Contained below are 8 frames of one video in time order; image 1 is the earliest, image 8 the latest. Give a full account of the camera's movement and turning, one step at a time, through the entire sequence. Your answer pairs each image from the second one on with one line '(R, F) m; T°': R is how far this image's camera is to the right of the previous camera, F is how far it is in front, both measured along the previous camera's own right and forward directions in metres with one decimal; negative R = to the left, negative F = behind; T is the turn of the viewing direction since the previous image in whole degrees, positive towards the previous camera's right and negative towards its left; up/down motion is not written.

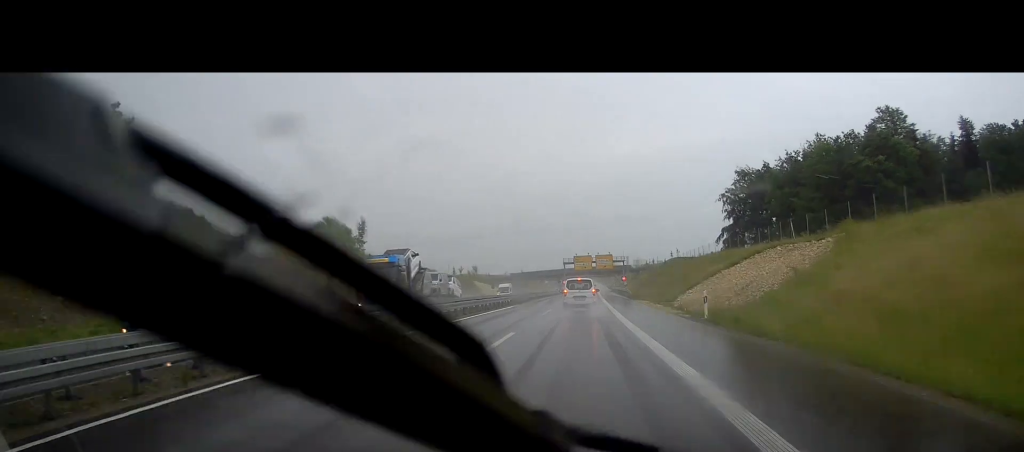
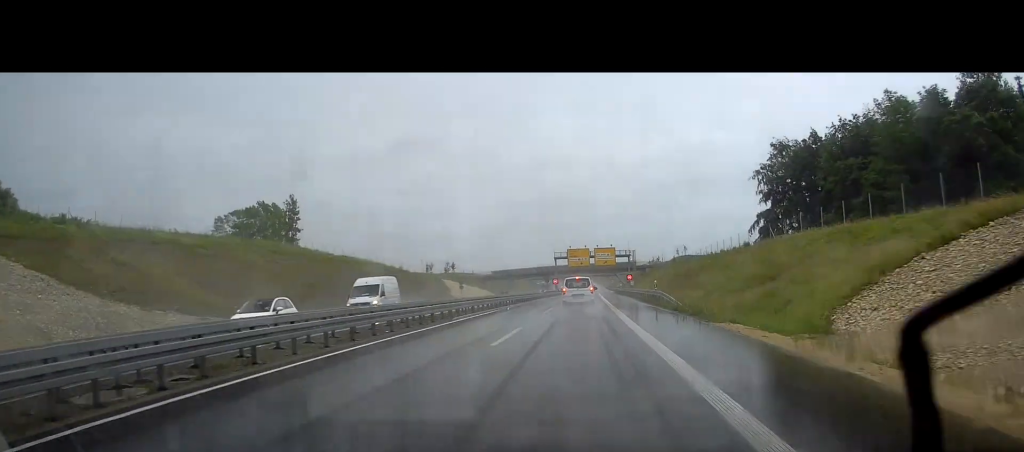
(+0.4, +34.9) m; 0°
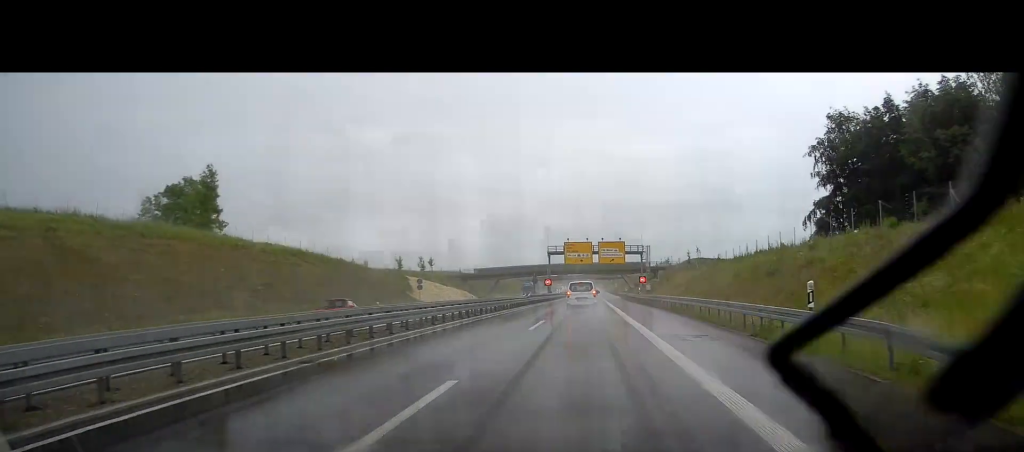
(-0.1, +30.1) m; 0°
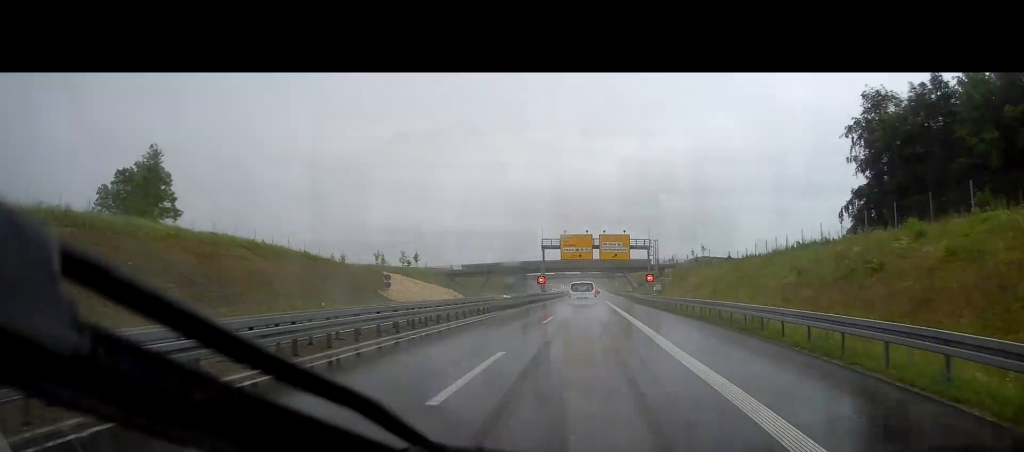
(0.0, +14.3) m; 0°
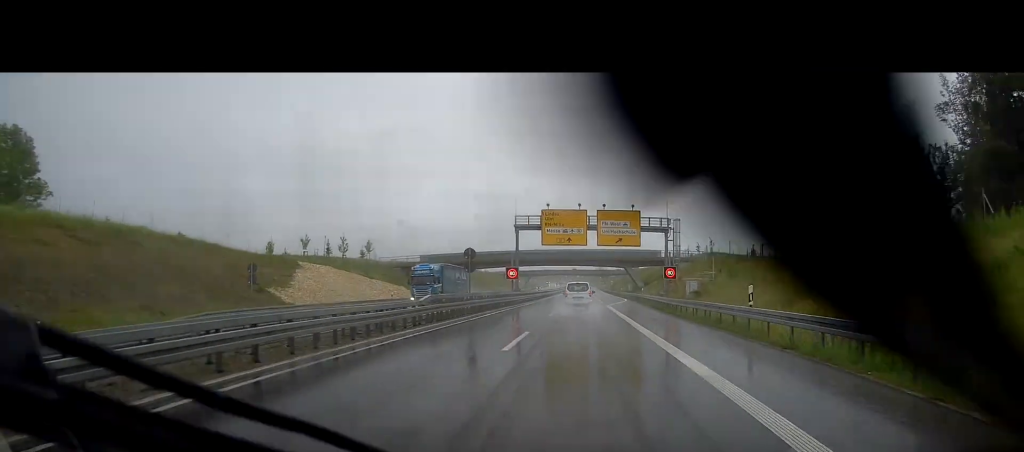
(+0.2, +29.8) m; 0°
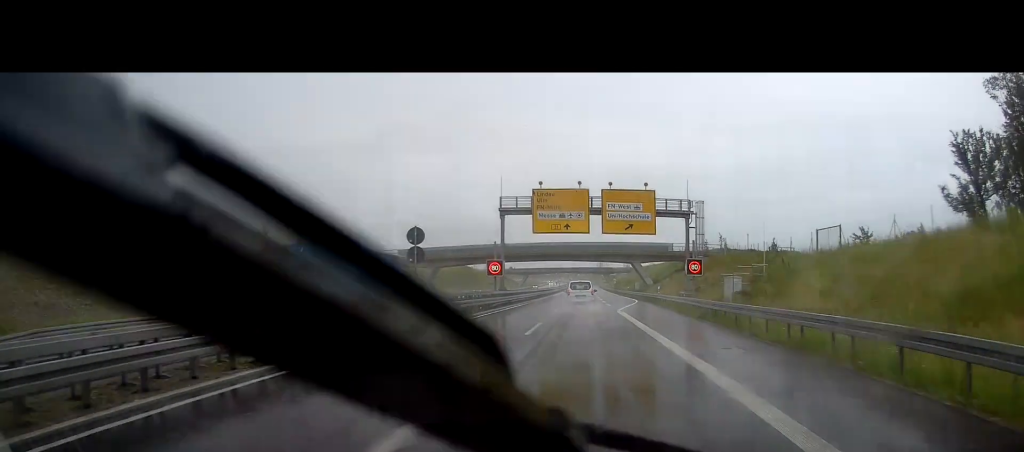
(0.0, +13.5) m; 0°
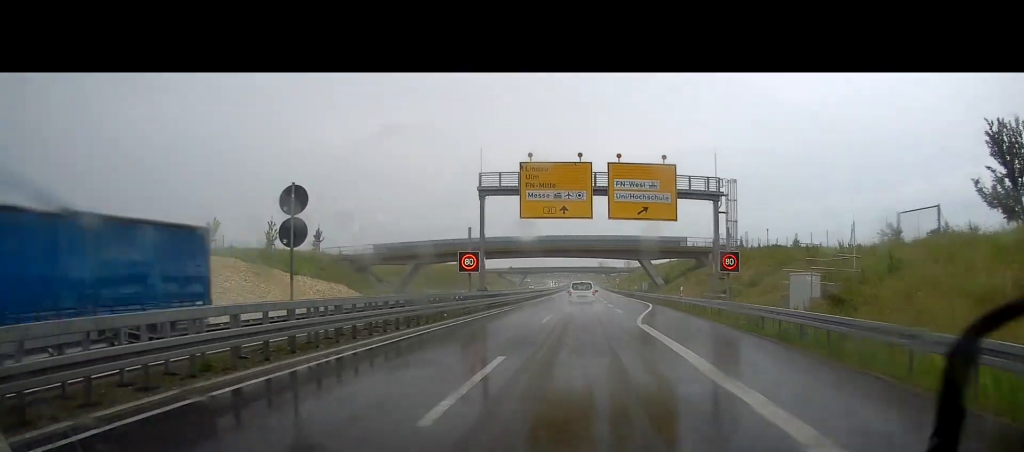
(0.0, +11.9) m; 0°
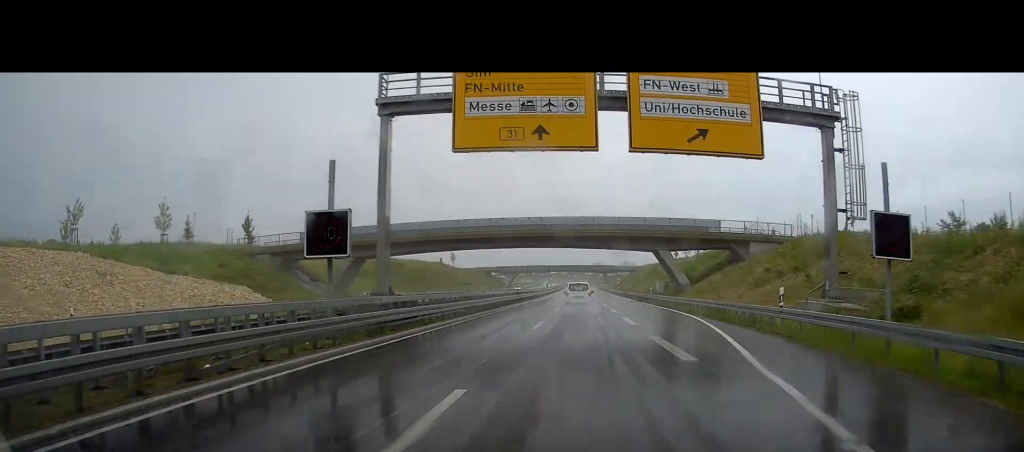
(0.0, +21.5) m; 0°
